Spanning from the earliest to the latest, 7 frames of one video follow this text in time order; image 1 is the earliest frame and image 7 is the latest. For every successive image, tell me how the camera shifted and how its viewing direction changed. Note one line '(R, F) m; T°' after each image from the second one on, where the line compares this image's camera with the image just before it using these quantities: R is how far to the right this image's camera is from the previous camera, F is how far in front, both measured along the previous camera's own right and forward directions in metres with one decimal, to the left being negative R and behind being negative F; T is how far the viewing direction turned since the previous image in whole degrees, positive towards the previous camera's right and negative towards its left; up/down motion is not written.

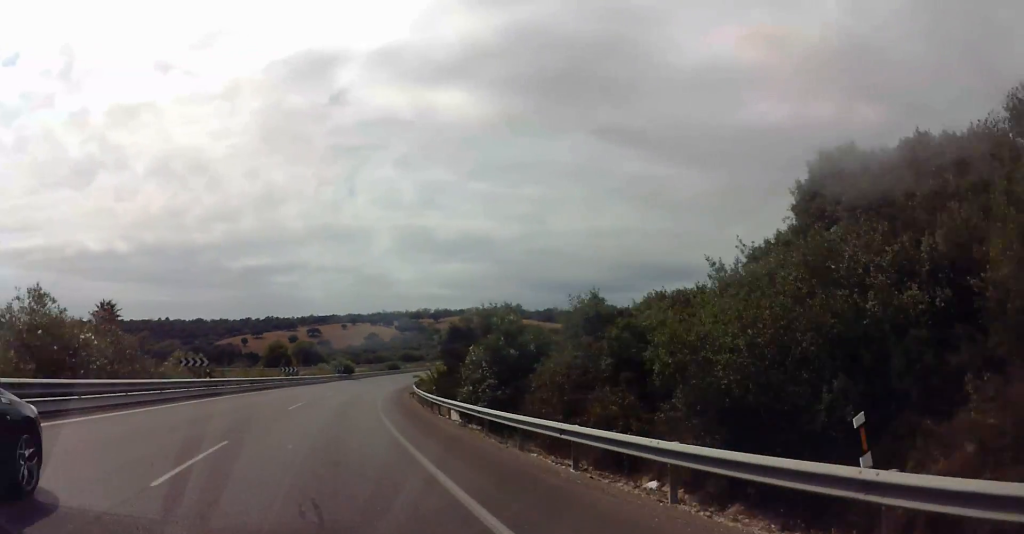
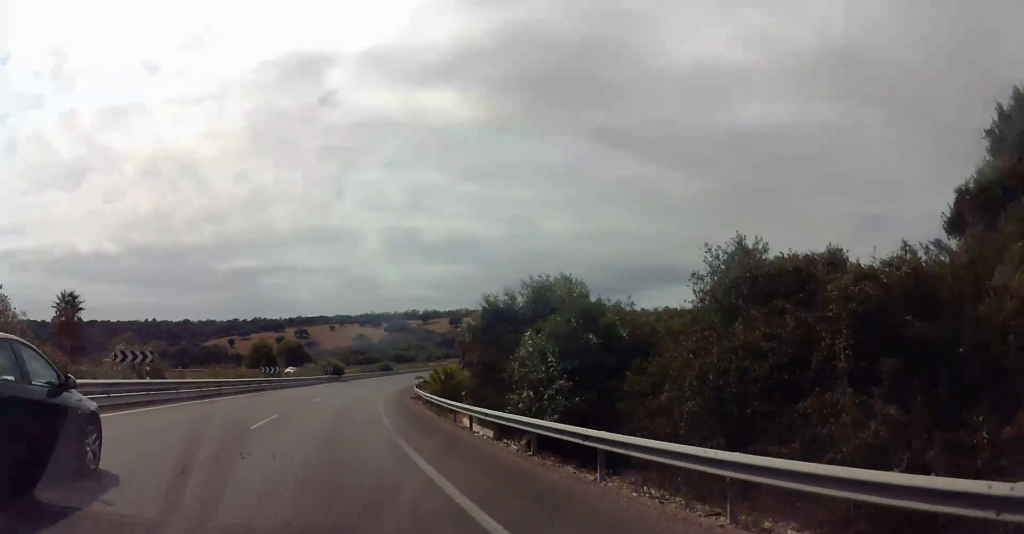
(+0.2, +10.4) m; +1°
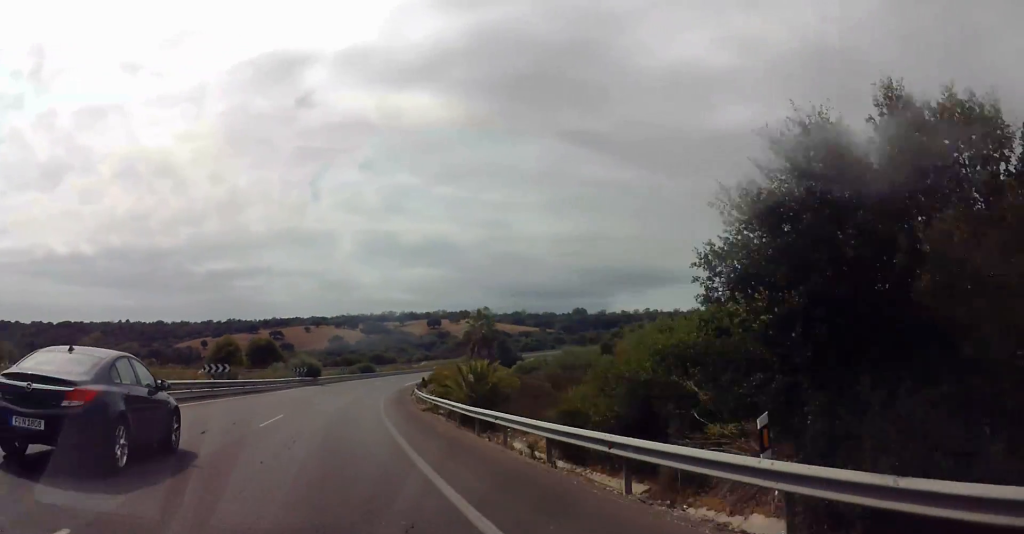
(+0.2, +17.0) m; +2°
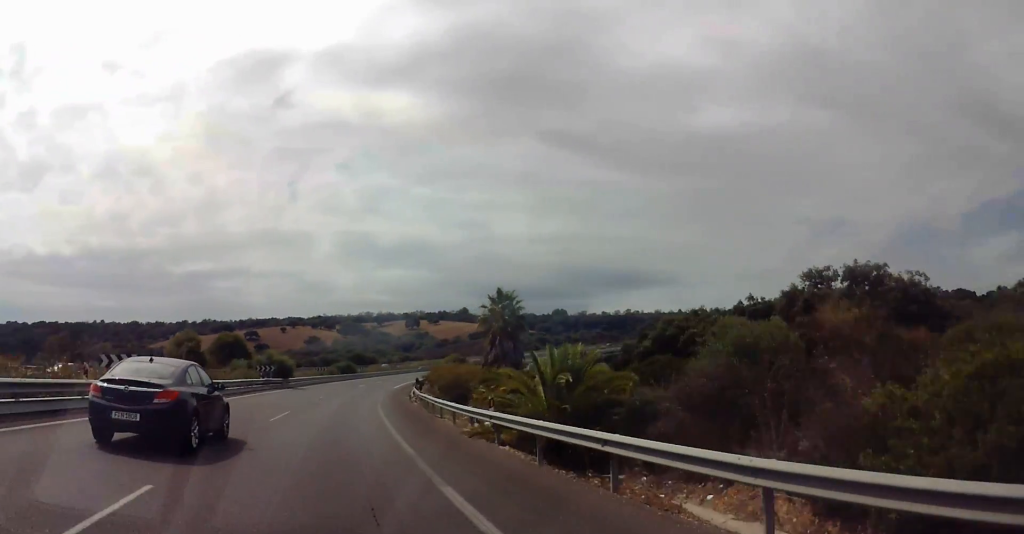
(+0.1, +15.1) m; +2°
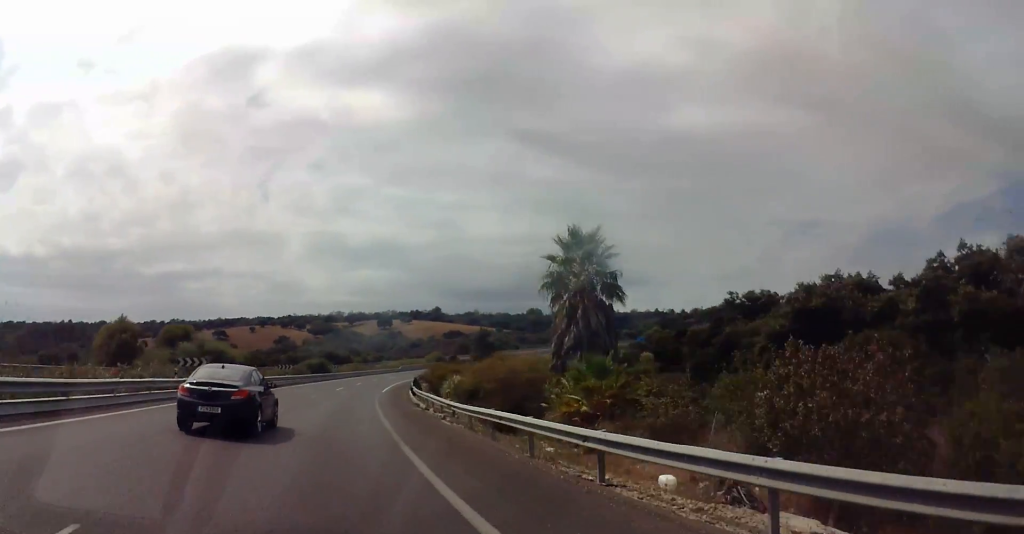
(+0.7, +20.7) m; +4°
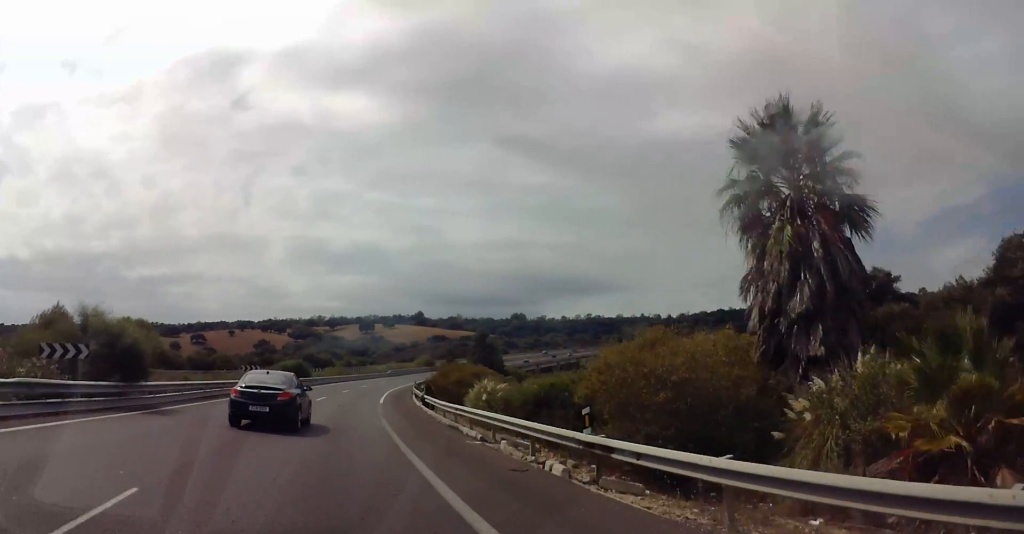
(+0.4, +16.0) m; +2°
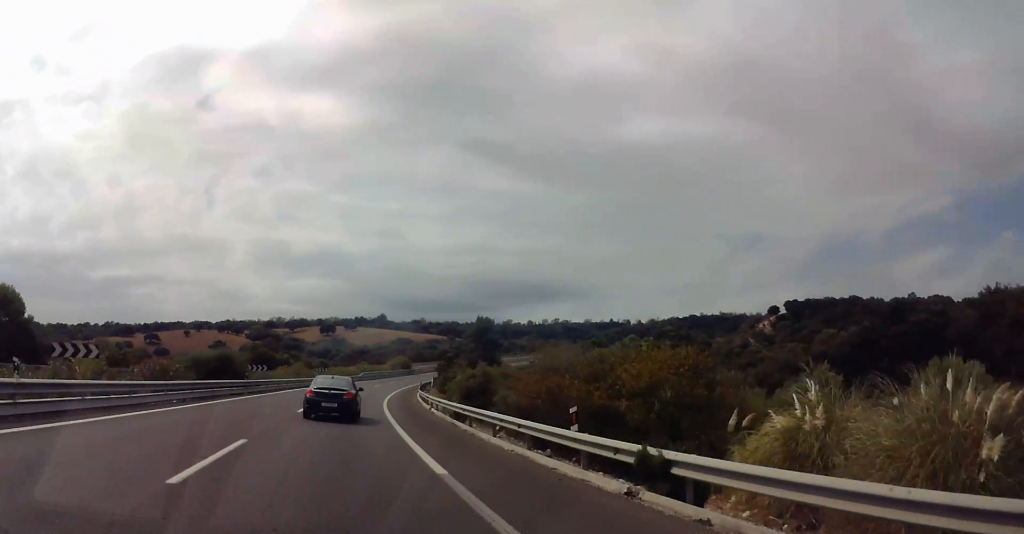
(+0.9, +29.3) m; +3°
